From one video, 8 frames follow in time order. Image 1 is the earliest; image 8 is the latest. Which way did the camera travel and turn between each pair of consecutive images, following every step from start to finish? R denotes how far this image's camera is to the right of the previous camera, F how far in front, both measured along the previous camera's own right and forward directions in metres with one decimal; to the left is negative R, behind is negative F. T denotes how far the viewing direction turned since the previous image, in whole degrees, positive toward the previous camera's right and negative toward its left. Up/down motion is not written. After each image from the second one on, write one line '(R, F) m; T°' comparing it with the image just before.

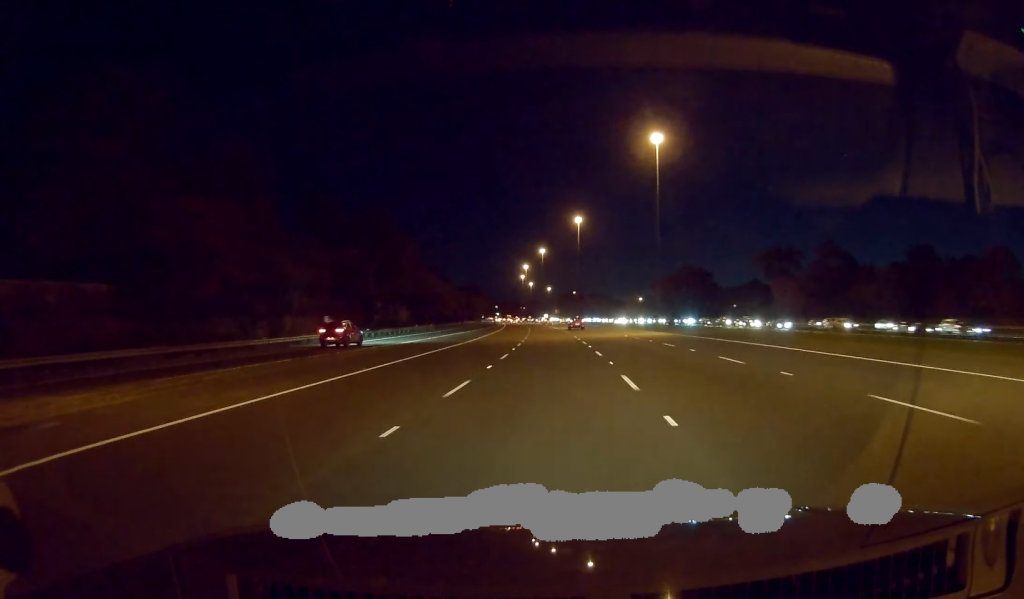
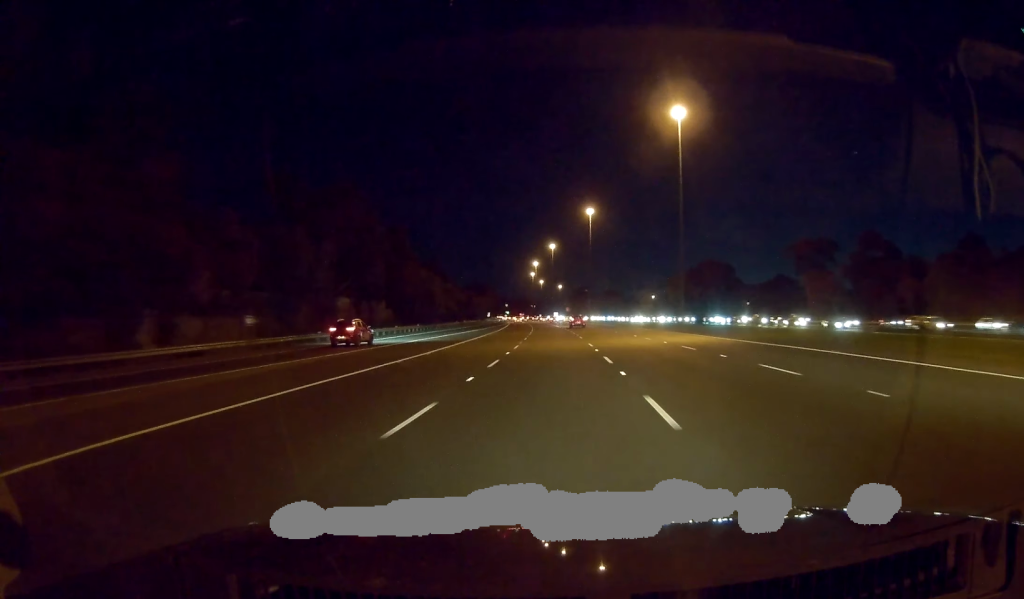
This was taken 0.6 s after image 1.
(-0.2, +16.4) m; -1°
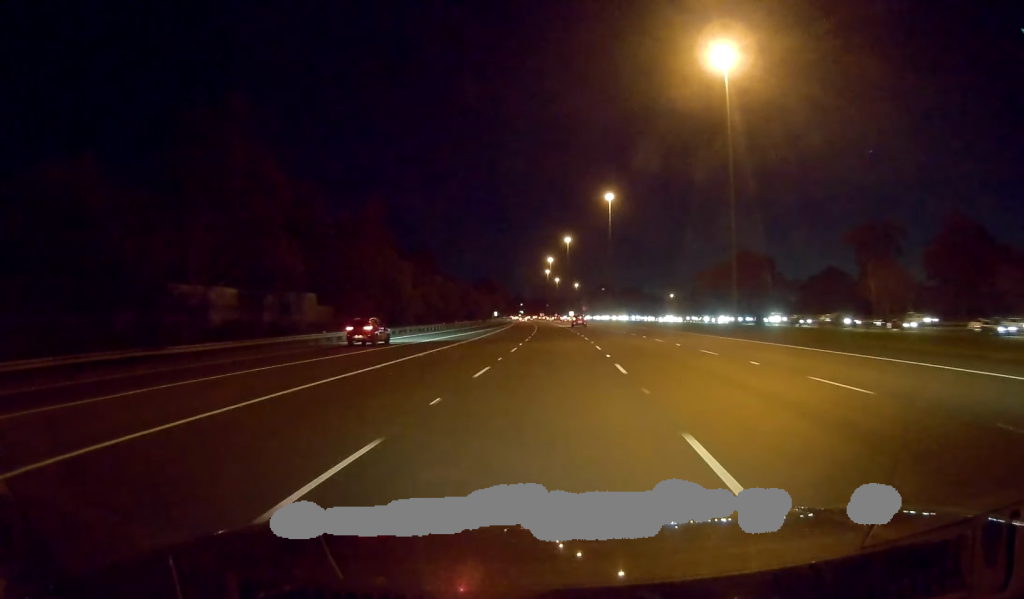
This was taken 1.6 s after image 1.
(-0.4, +27.3) m; -2°
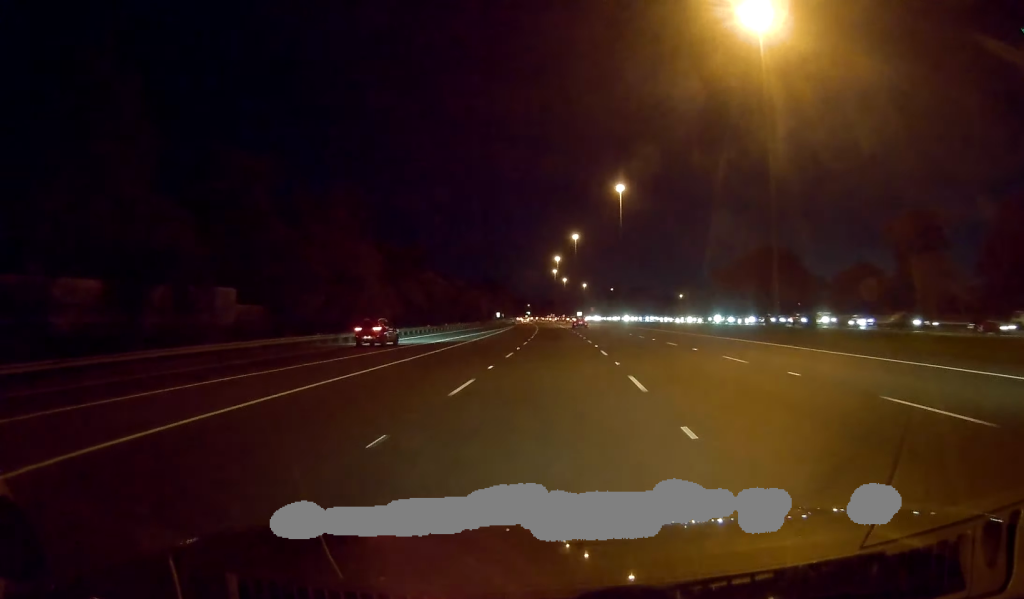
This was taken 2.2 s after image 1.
(-0.1, +15.4) m; -1°
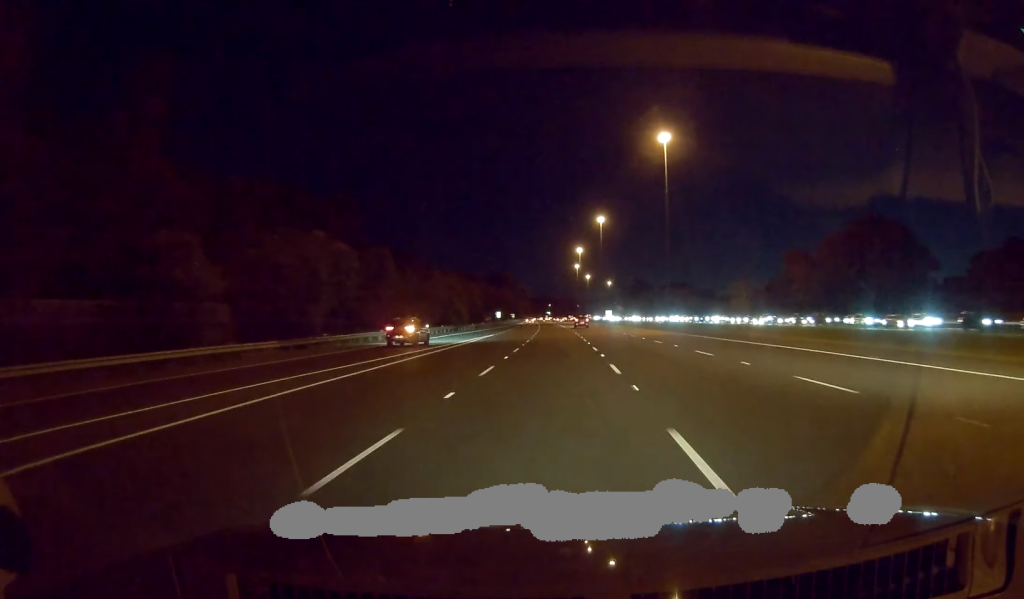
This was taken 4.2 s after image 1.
(-0.8, +54.2) m; -1°
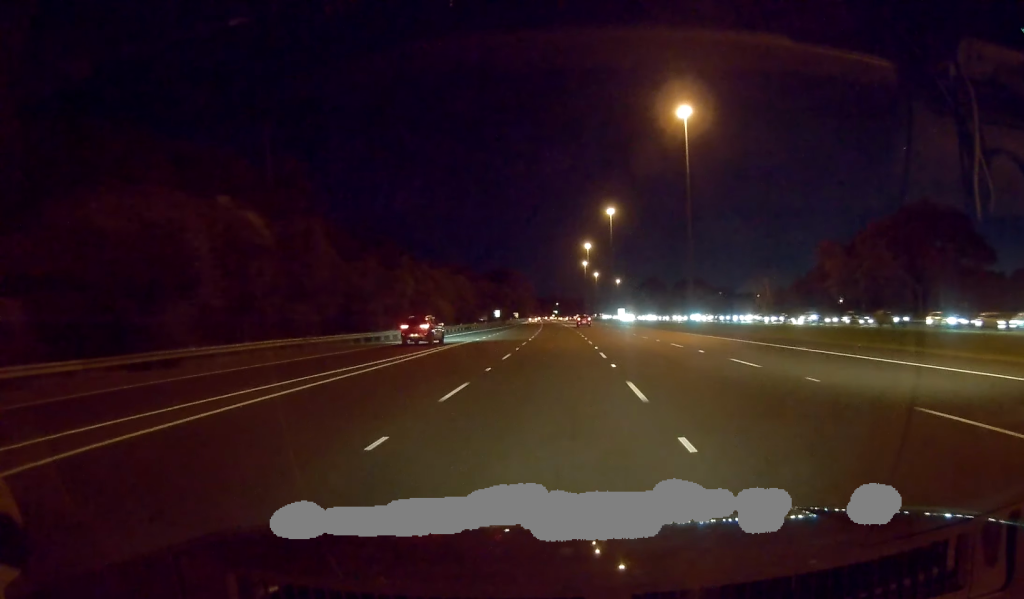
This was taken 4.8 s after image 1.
(0.0, +17.3) m; -1°
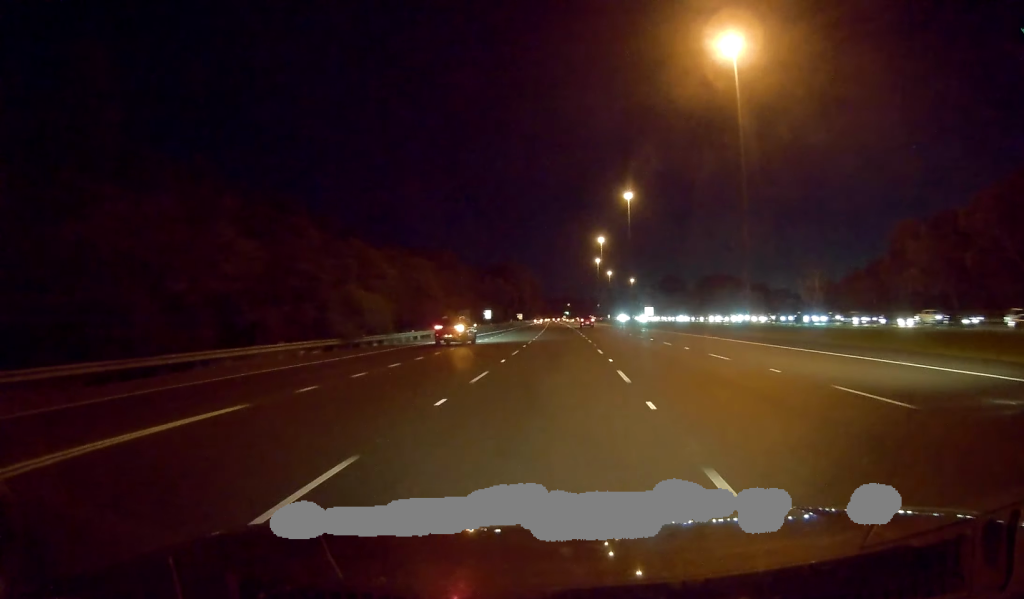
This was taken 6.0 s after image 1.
(-0.7, +31.8) m; -1°
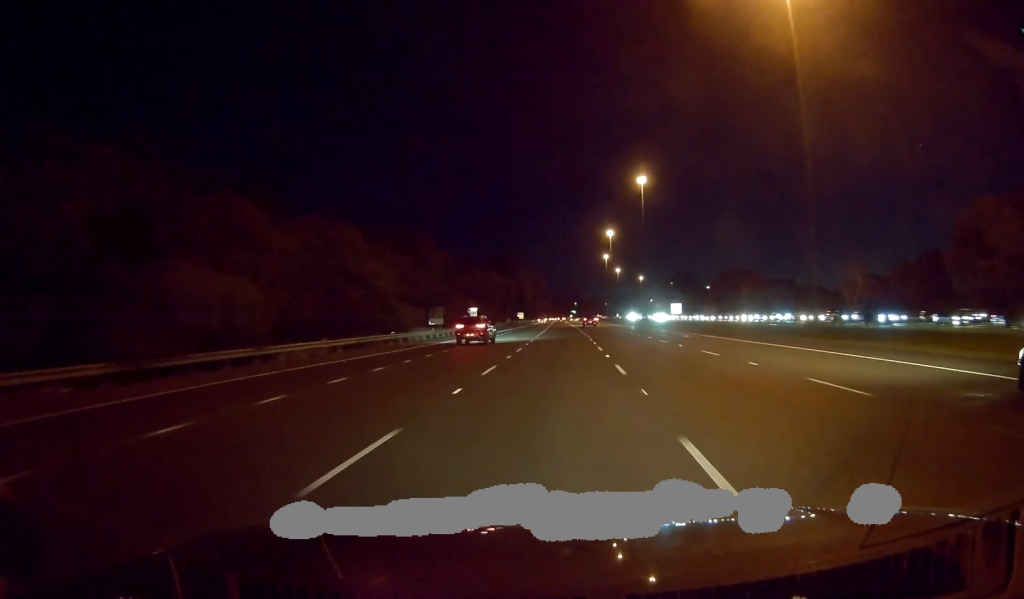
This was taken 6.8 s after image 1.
(+0.1, +21.9) m; 0°
